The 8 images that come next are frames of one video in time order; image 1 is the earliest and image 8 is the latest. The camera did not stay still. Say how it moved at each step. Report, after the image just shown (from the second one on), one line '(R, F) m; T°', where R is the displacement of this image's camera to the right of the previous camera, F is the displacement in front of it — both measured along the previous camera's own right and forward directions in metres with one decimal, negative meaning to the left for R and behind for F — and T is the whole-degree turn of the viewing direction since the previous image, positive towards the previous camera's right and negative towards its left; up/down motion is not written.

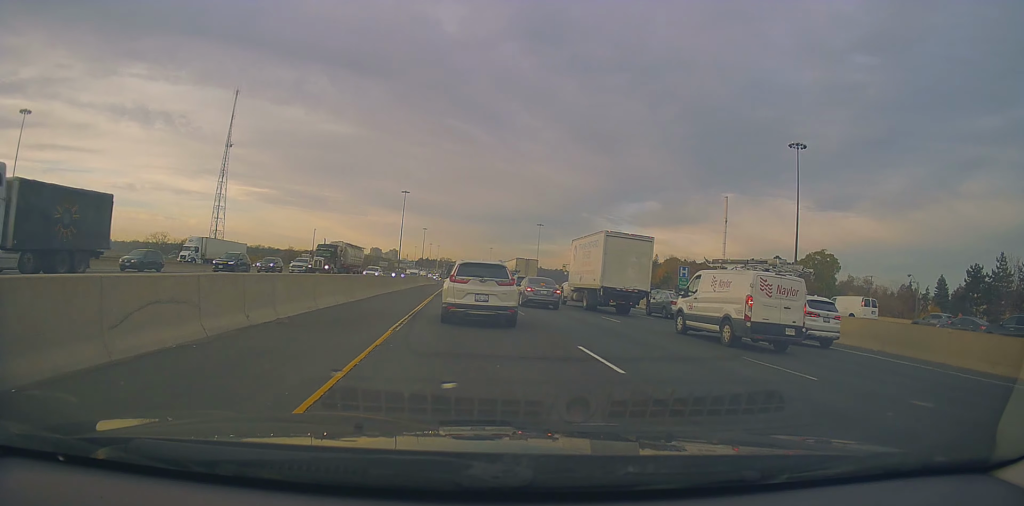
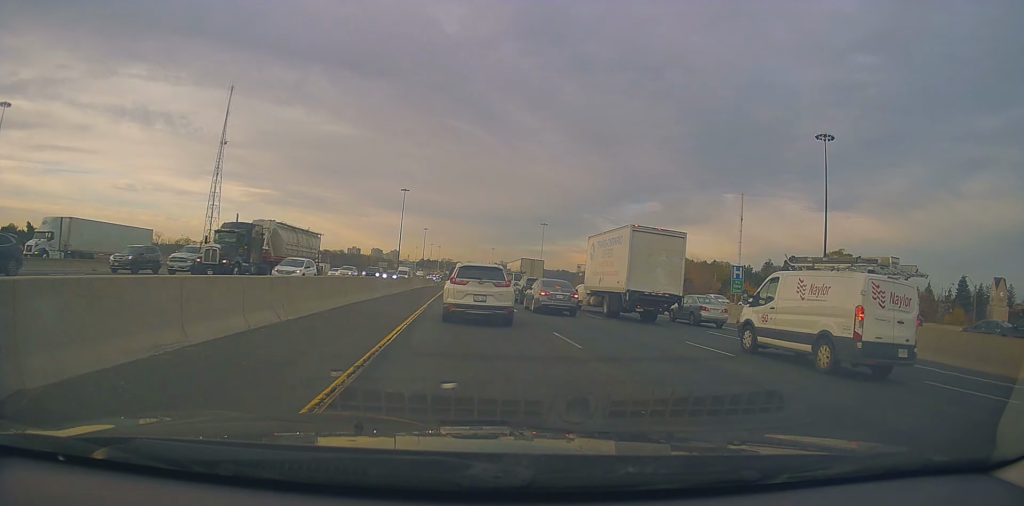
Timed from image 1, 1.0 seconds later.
(+0.3, +8.8) m; 0°
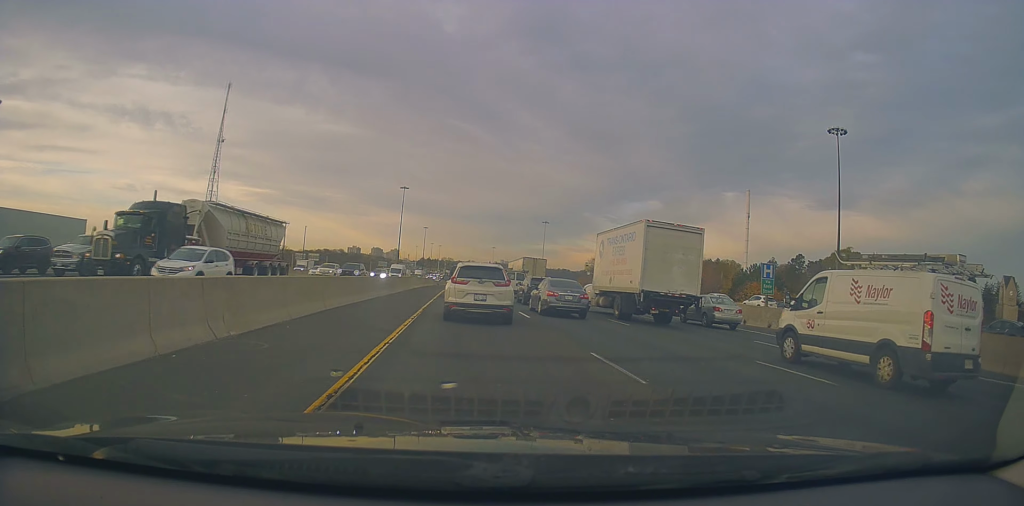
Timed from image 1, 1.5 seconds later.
(+0.1, +4.0) m; -1°
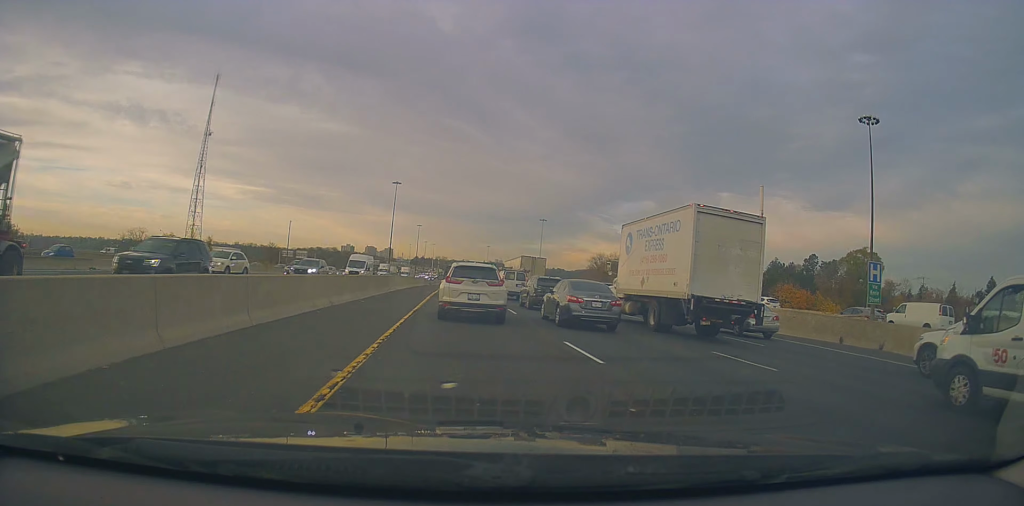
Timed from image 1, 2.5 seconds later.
(-0.4, +9.4) m; -1°
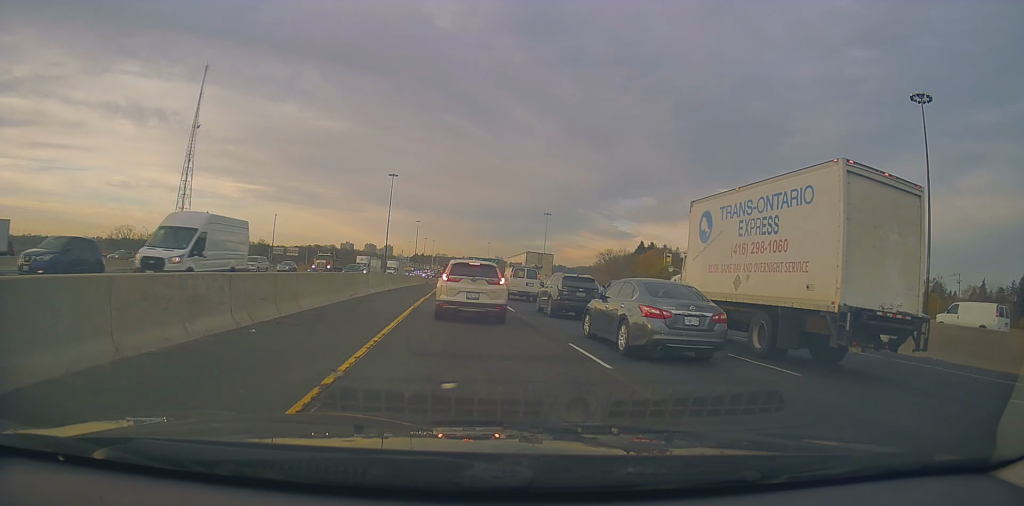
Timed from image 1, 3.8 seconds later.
(+0.4, +12.9) m; +2°
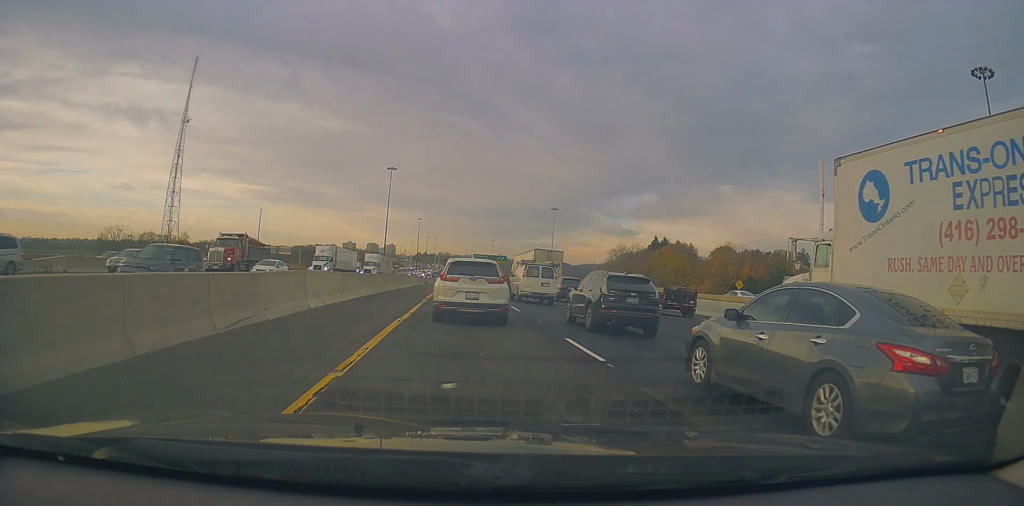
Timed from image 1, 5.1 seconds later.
(0.0, +13.3) m; -1°
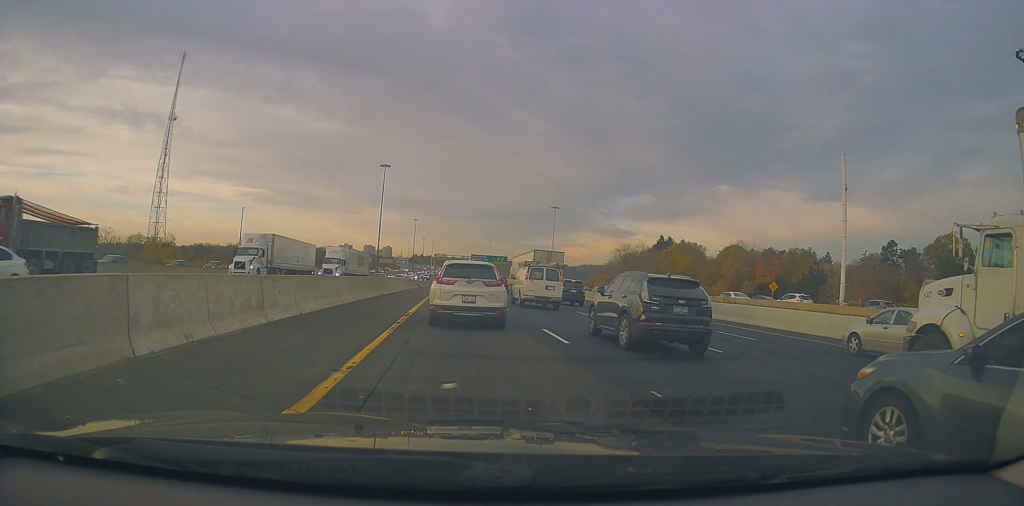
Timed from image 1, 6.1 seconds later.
(-0.2, +10.0) m; 0°
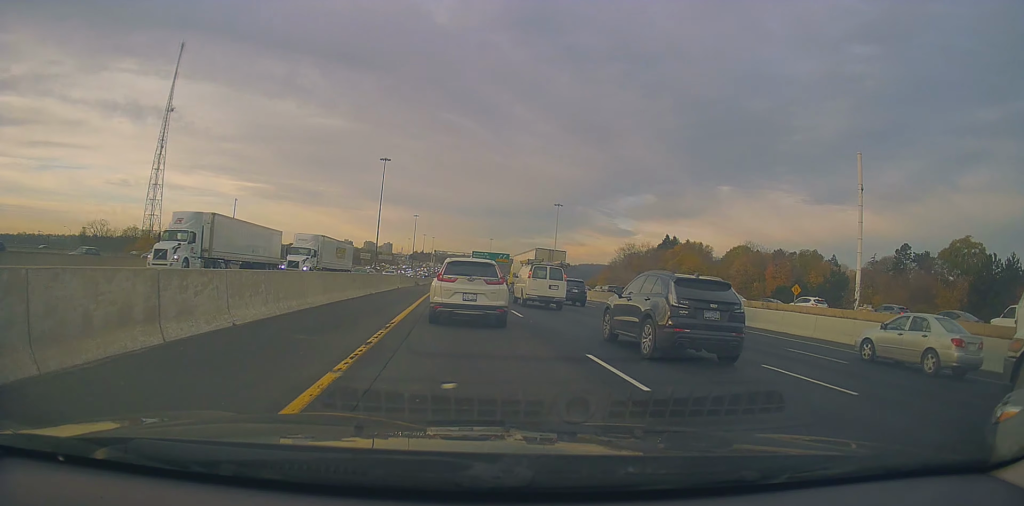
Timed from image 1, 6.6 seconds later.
(0.0, +5.4) m; 0°
